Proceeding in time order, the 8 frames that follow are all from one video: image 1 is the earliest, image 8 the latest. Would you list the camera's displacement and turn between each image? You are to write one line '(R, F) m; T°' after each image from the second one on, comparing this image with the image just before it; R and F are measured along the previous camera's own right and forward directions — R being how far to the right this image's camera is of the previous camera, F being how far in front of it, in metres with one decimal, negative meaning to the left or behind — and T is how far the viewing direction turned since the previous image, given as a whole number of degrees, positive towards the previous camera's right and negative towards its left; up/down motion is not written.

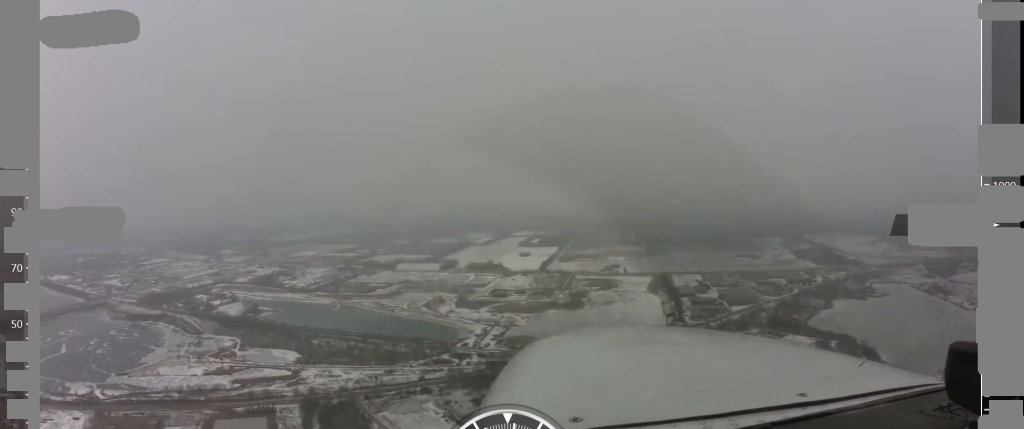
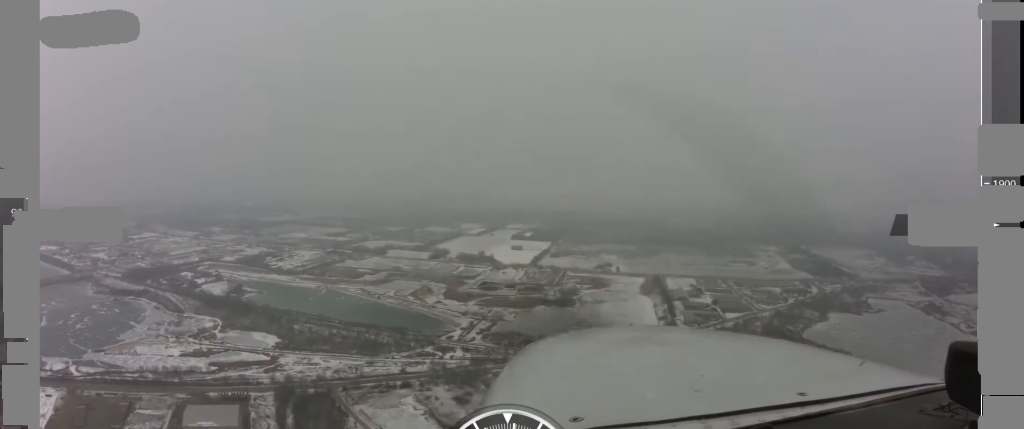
(-0.2, +30.4) m; 0°
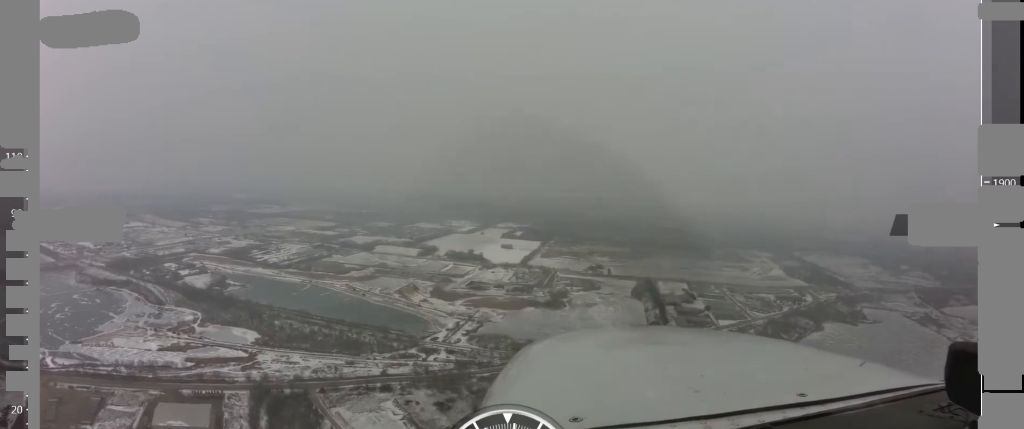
(+1.1, +30.3) m; 0°
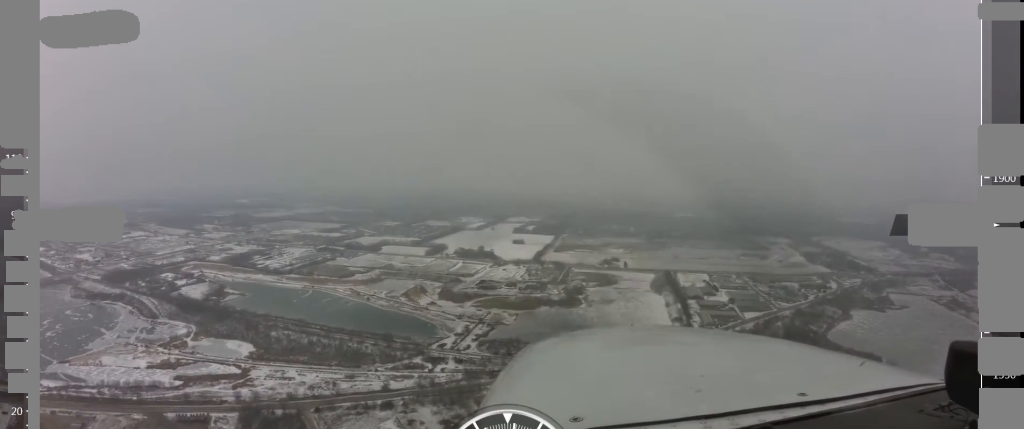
(-0.7, +68.1) m; 0°
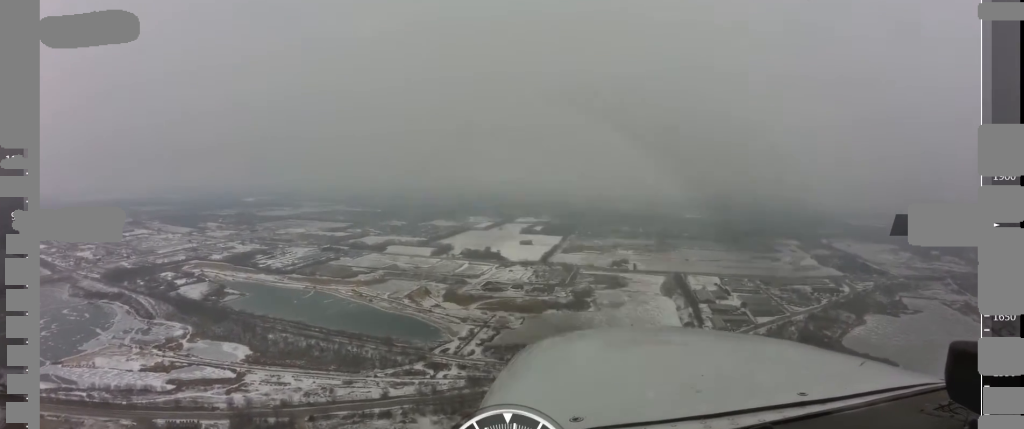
(+0.3, +32.3) m; 0°
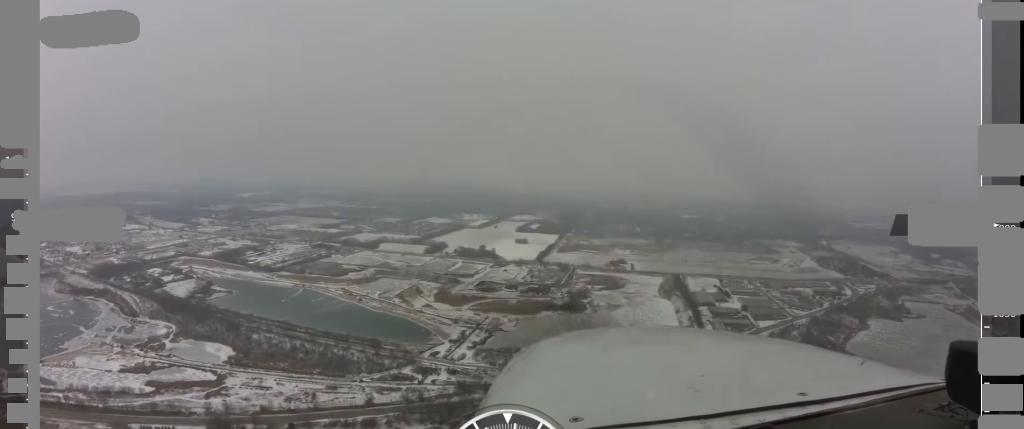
(-0.9, +35.6) m; 0°
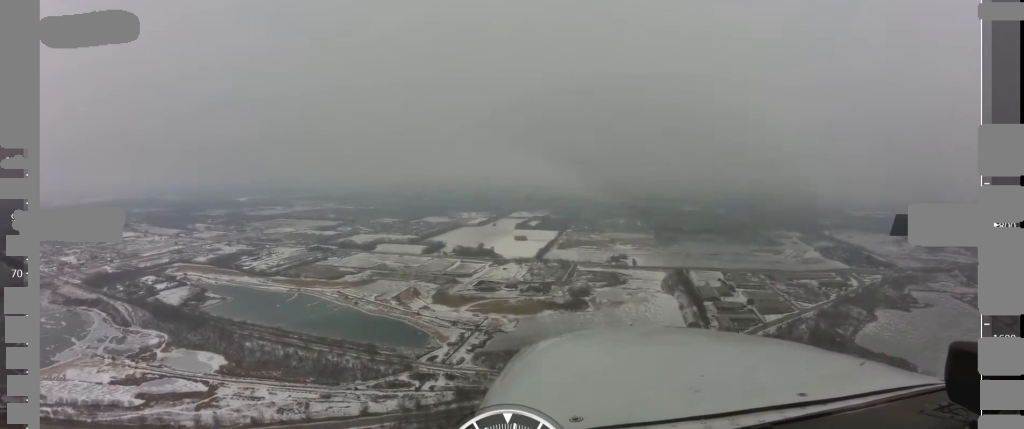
(+0.9, +28.3) m; 0°
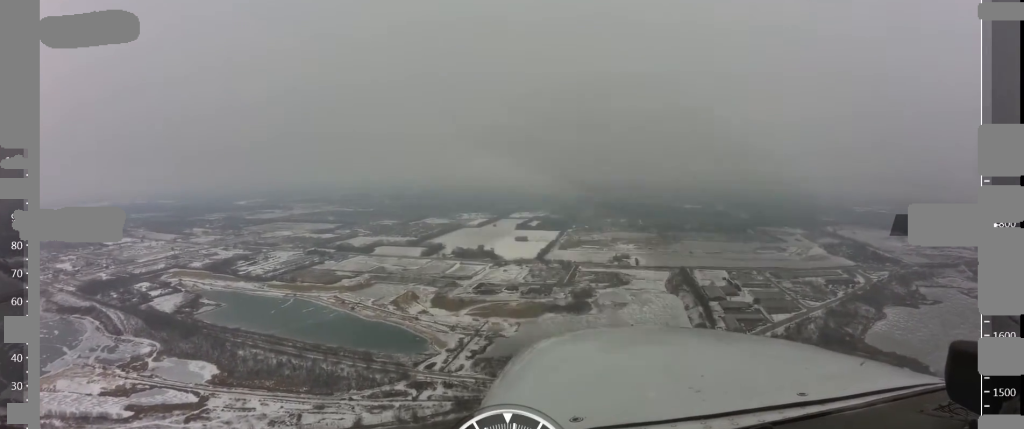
(-0.1, +28.4) m; 0°
